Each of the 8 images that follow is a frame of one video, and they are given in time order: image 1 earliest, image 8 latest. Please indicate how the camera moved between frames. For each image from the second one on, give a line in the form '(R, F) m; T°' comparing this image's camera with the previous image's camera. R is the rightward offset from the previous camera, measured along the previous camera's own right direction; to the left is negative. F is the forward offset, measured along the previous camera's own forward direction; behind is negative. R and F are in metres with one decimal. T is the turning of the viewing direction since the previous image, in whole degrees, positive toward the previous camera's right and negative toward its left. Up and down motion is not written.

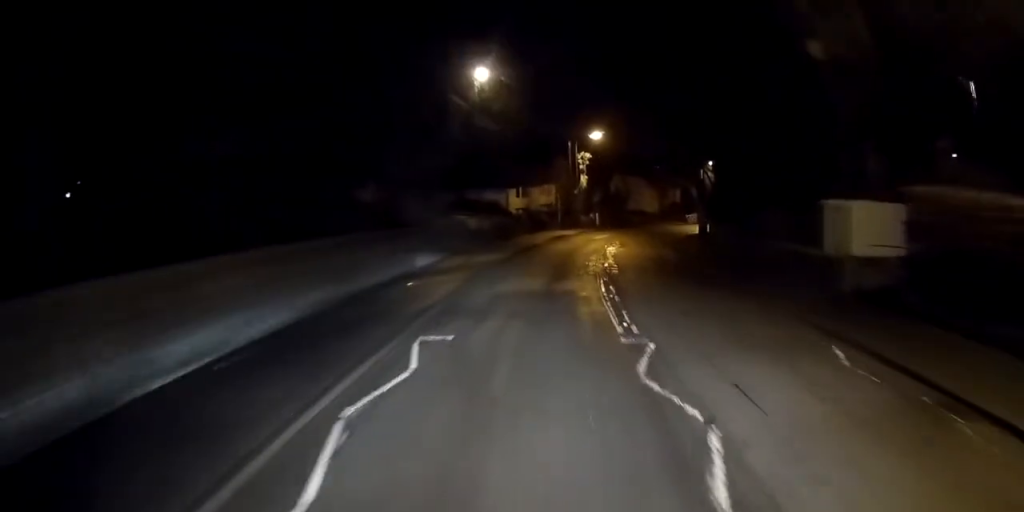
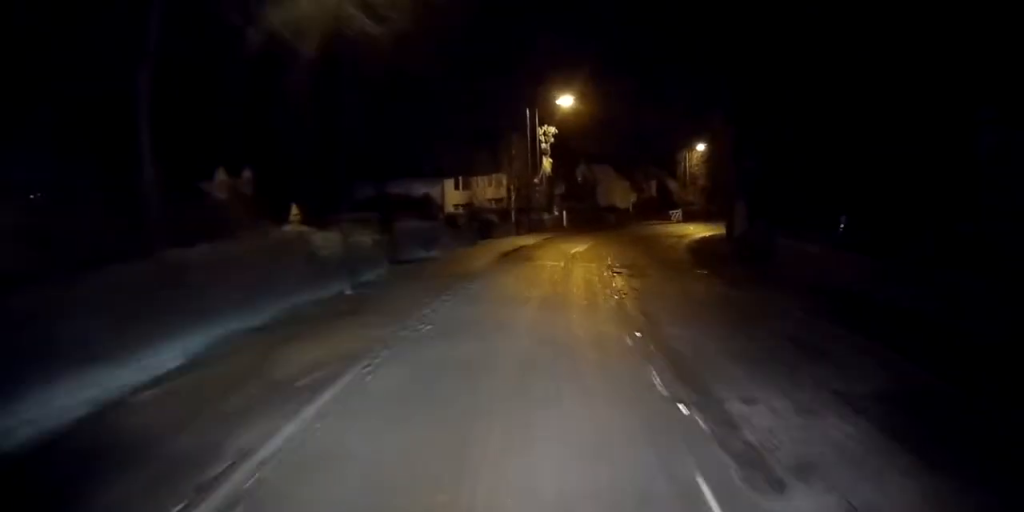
(+0.7, +17.1) m; +5°
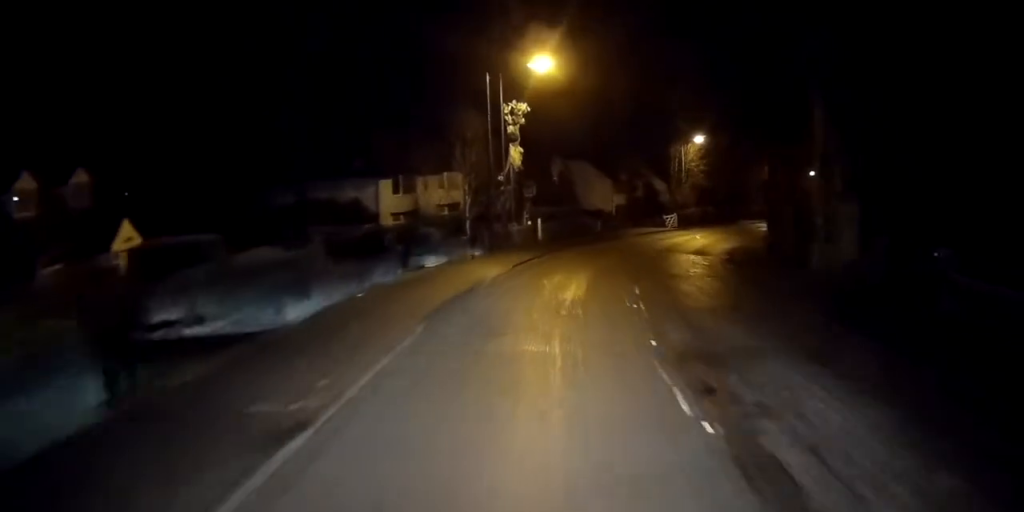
(+0.4, +13.1) m; +5°
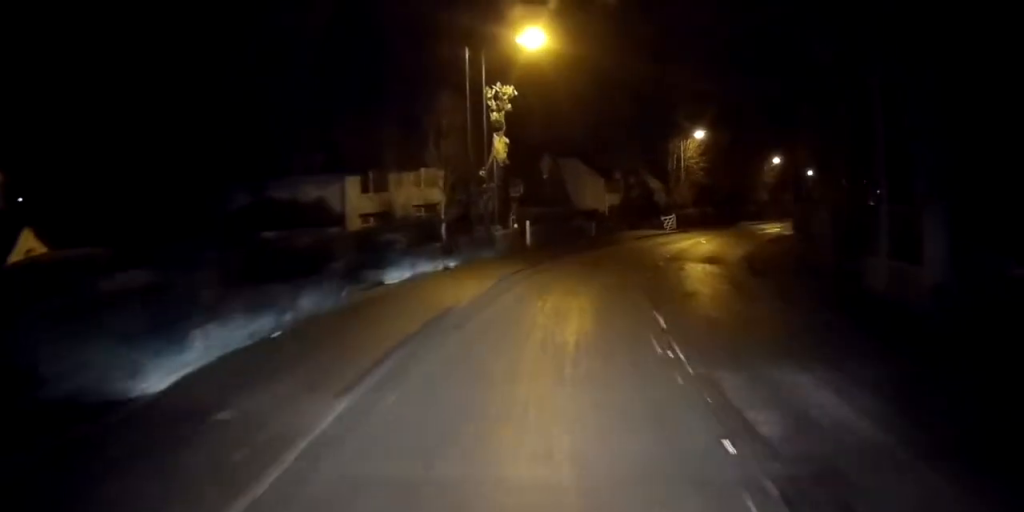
(+0.2, +5.0) m; +2°
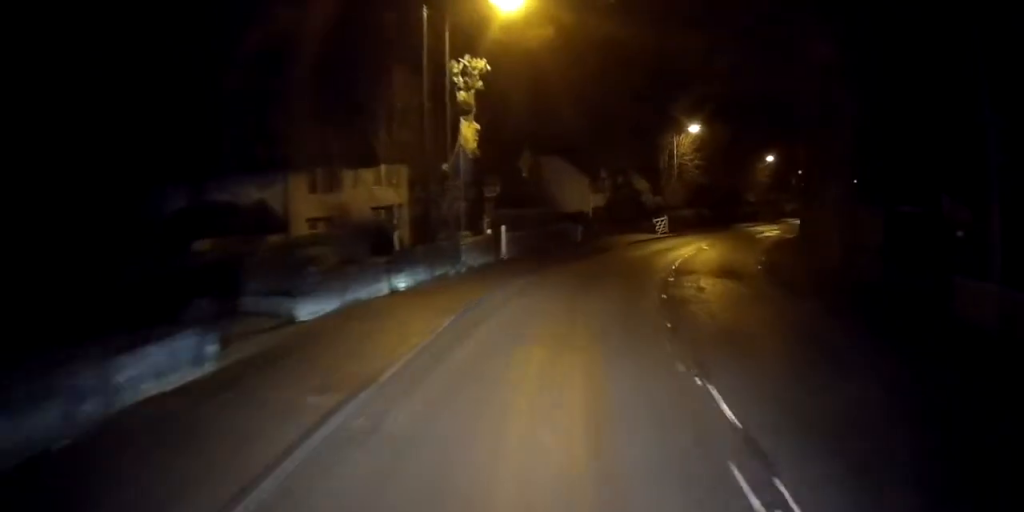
(0.0, +5.8) m; +3°
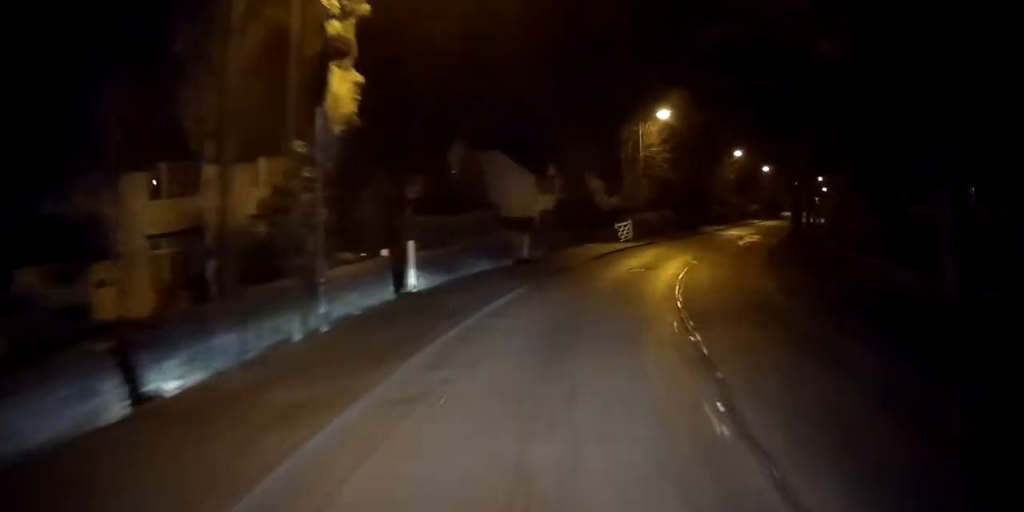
(+0.4, +10.0) m; +5°
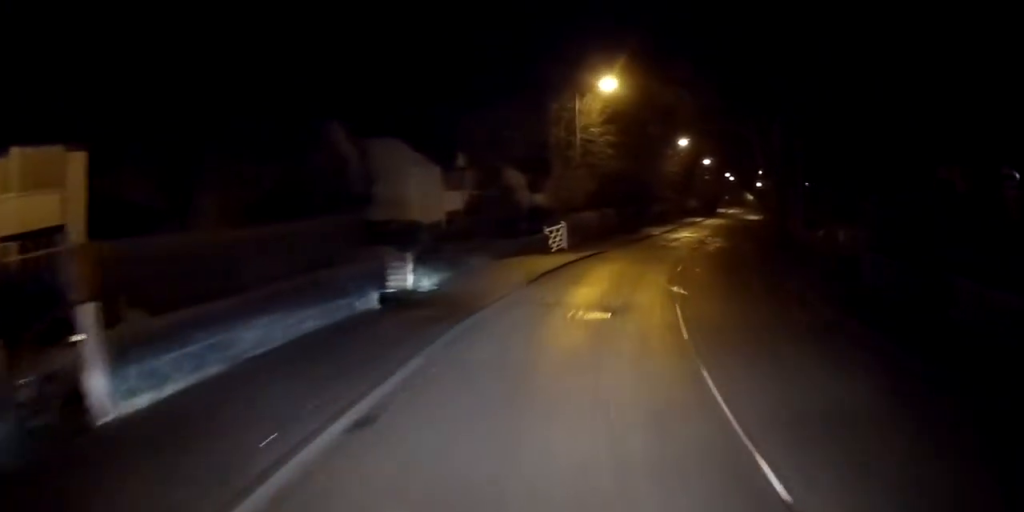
(+0.6, +11.3) m; +6°
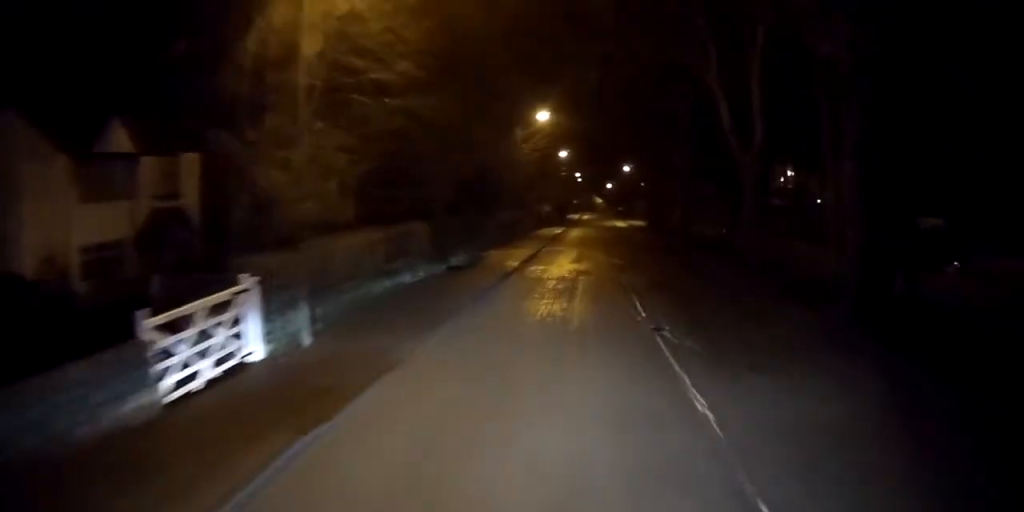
(+2.8, +24.5) m; +11°
